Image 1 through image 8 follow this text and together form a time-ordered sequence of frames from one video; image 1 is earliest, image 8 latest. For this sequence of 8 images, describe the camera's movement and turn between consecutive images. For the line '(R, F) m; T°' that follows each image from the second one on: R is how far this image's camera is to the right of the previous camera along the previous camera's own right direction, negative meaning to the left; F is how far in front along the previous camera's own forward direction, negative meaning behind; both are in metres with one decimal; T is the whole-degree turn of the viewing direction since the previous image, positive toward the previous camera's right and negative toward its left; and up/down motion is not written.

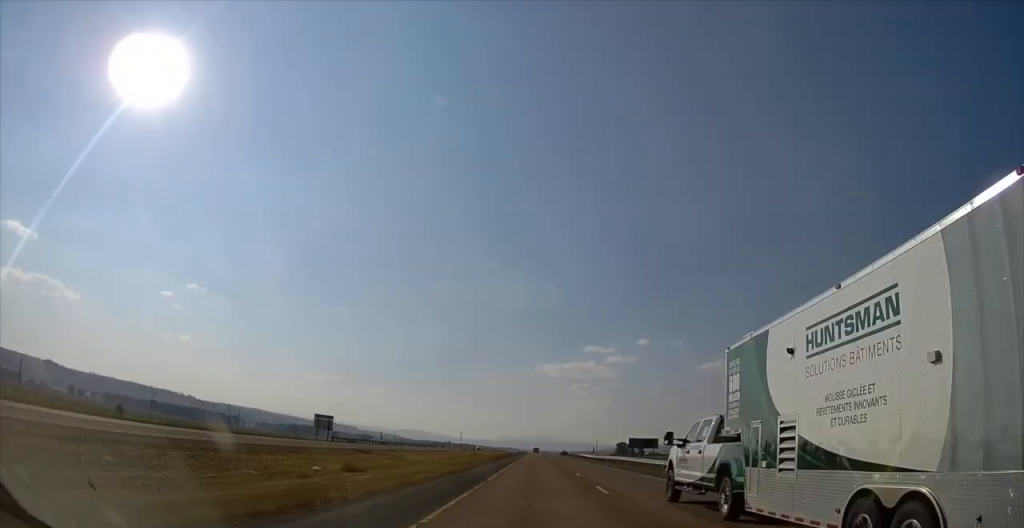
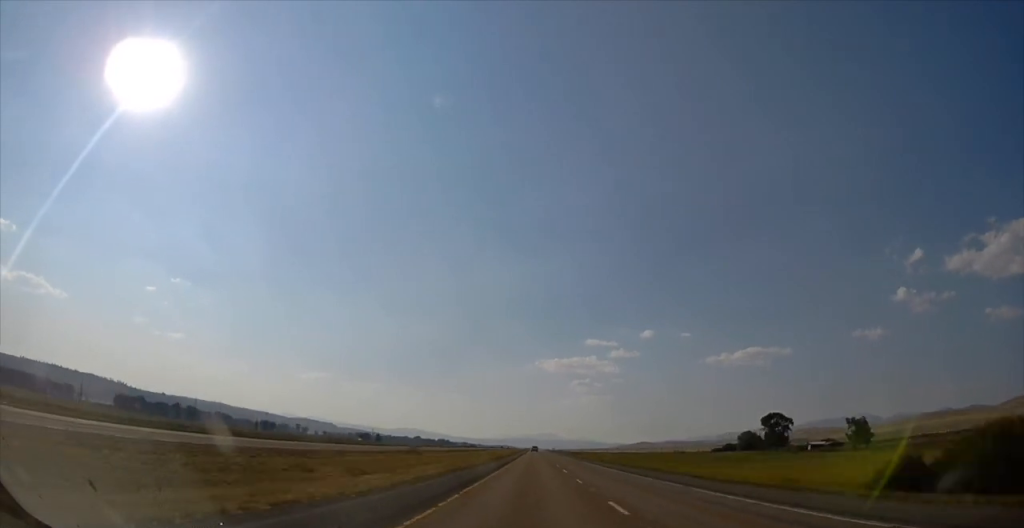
(+3.4, +764.7) m; 0°
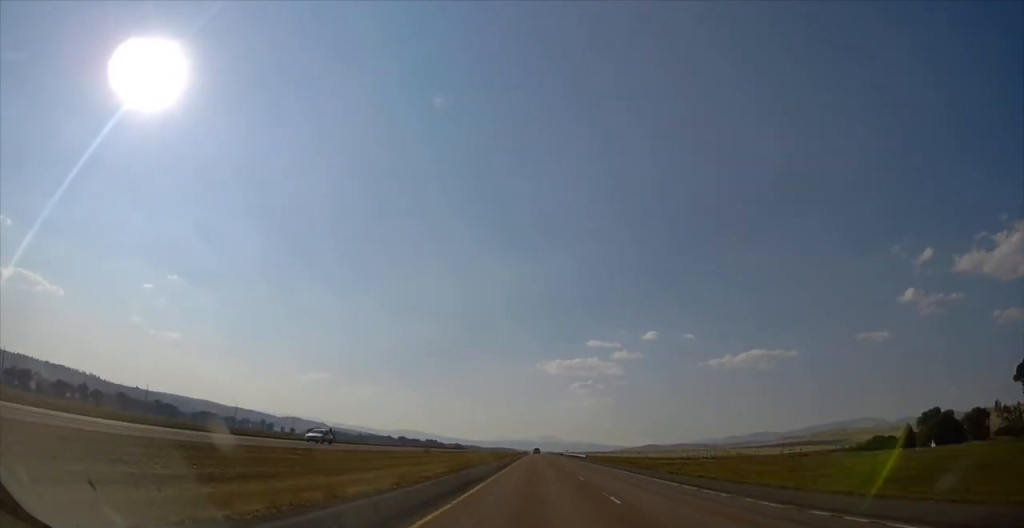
(+0.2, +323.3) m; 0°
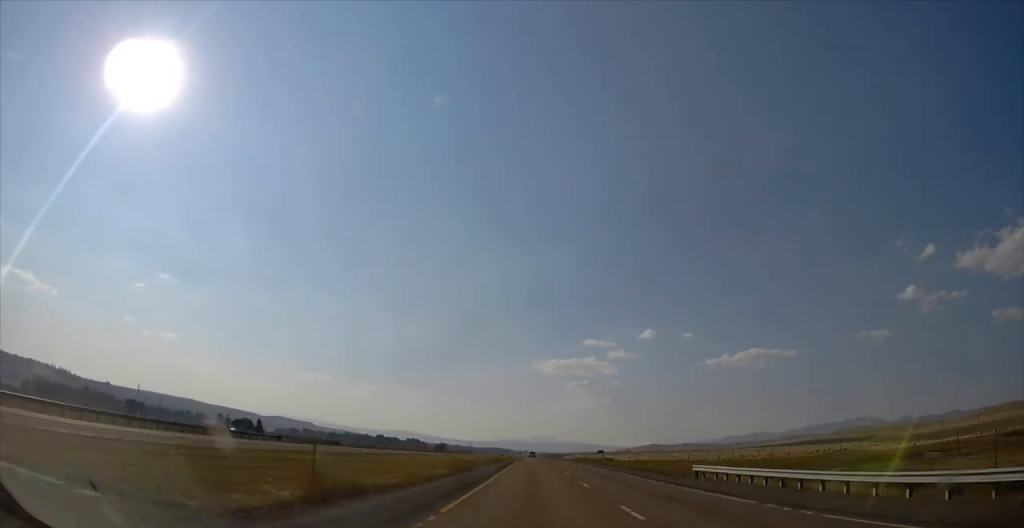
(+0.1, +266.5) m; 0°
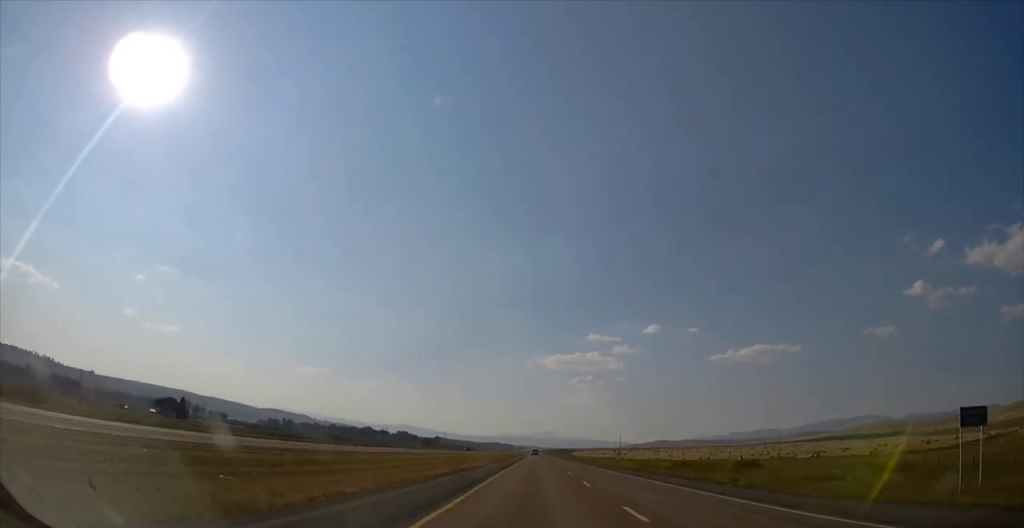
(-0.1, +163.6) m; 0°
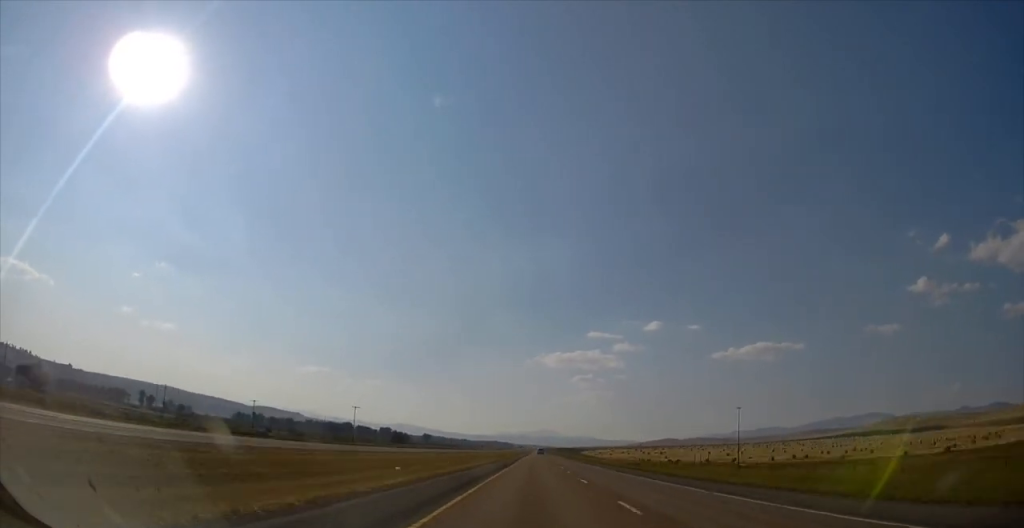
(-0.1, +170.3) m; 0°
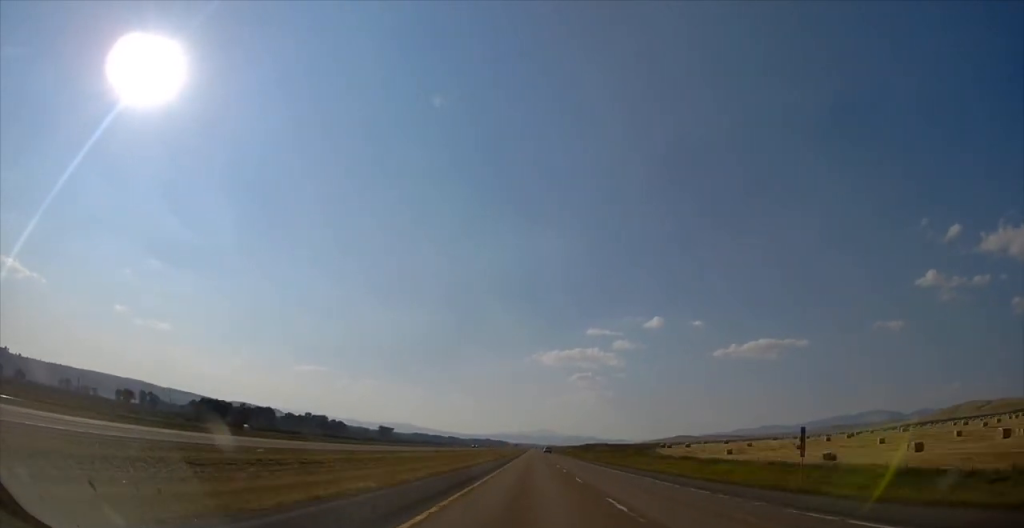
(+0.2, +232.1) m; 0°
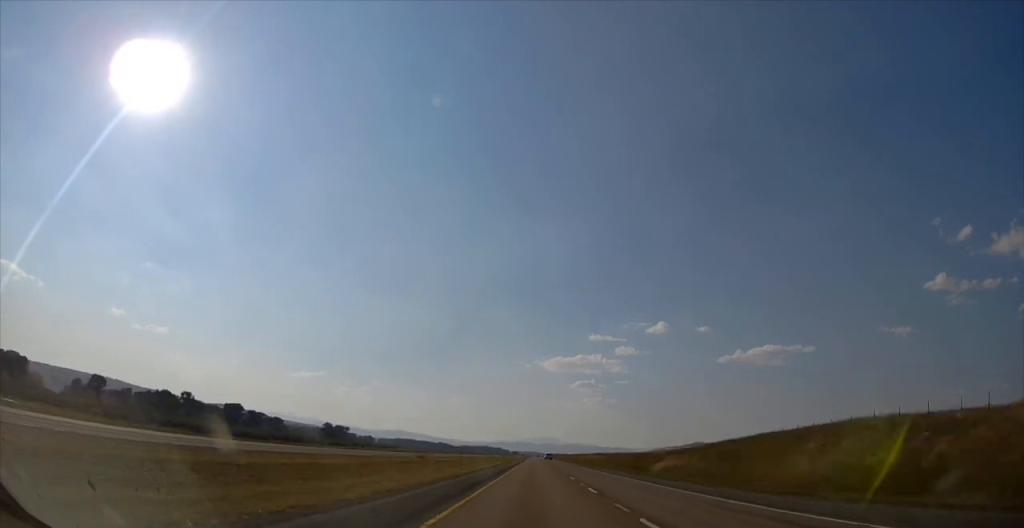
(0.0, +194.8) m; 0°
